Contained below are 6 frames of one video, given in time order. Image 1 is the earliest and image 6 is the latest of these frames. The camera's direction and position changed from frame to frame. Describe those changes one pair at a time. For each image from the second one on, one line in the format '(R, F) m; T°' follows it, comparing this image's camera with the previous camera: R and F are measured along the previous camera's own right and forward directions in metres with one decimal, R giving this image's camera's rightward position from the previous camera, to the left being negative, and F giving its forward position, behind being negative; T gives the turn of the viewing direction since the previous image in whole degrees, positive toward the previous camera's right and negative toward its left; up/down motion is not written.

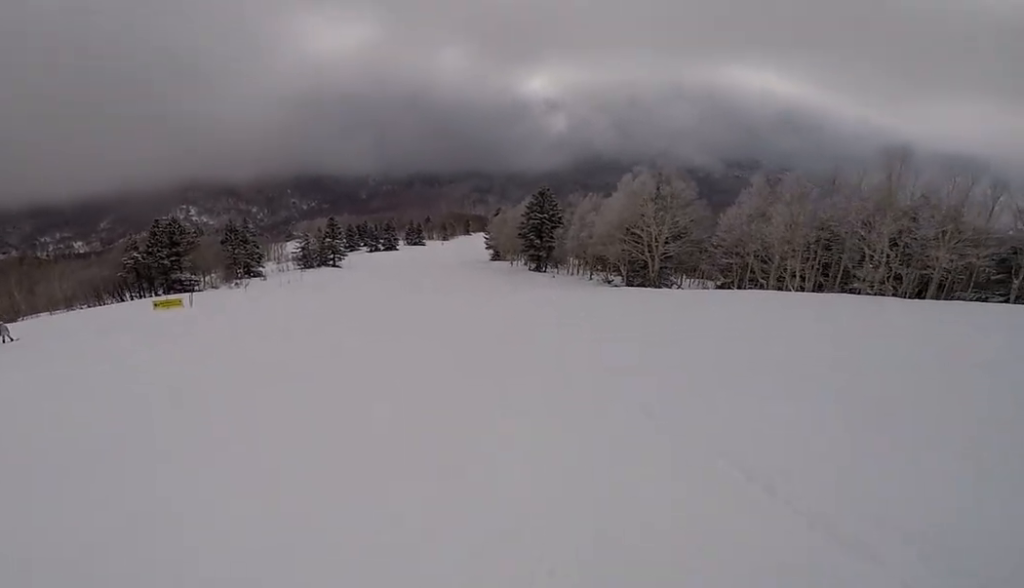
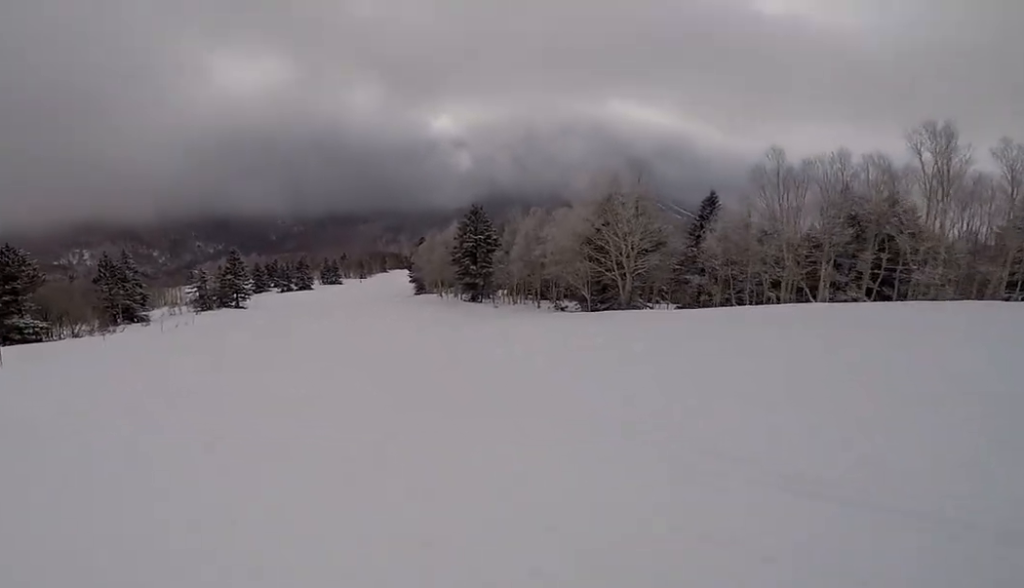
(+1.0, +10.5) m; +2°
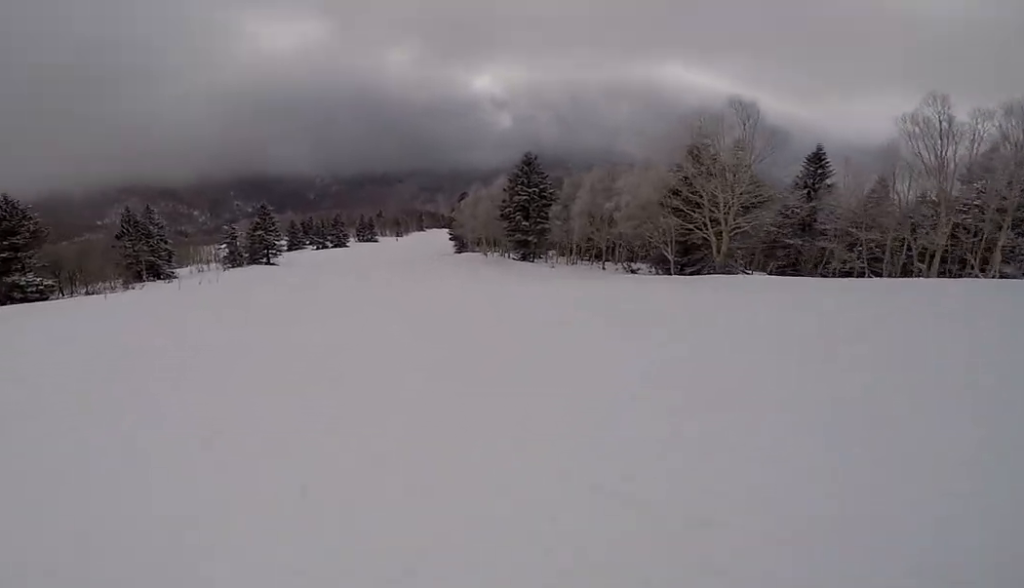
(+0.3, +5.1) m; -3°
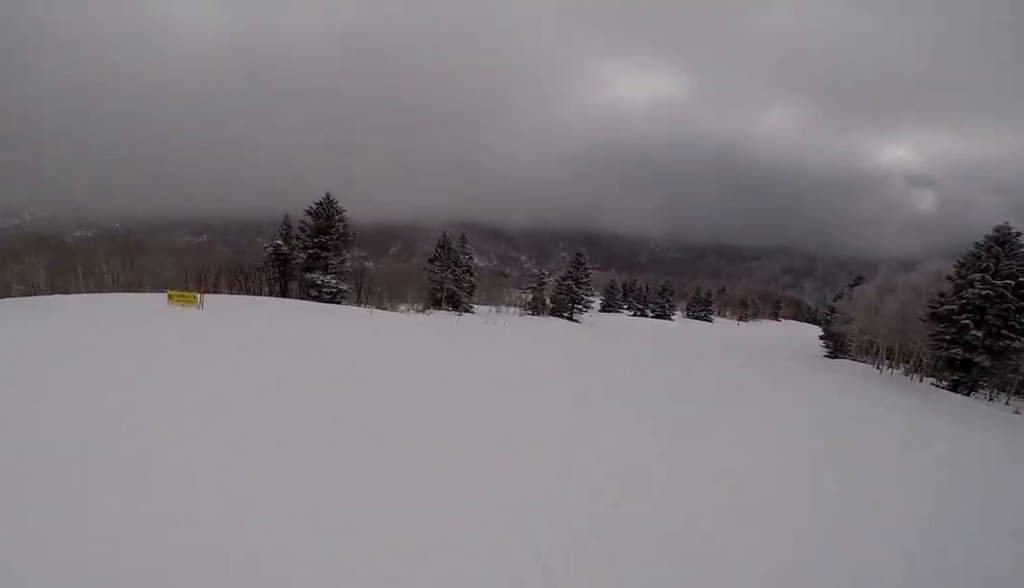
(-1.2, +7.4) m; -3°
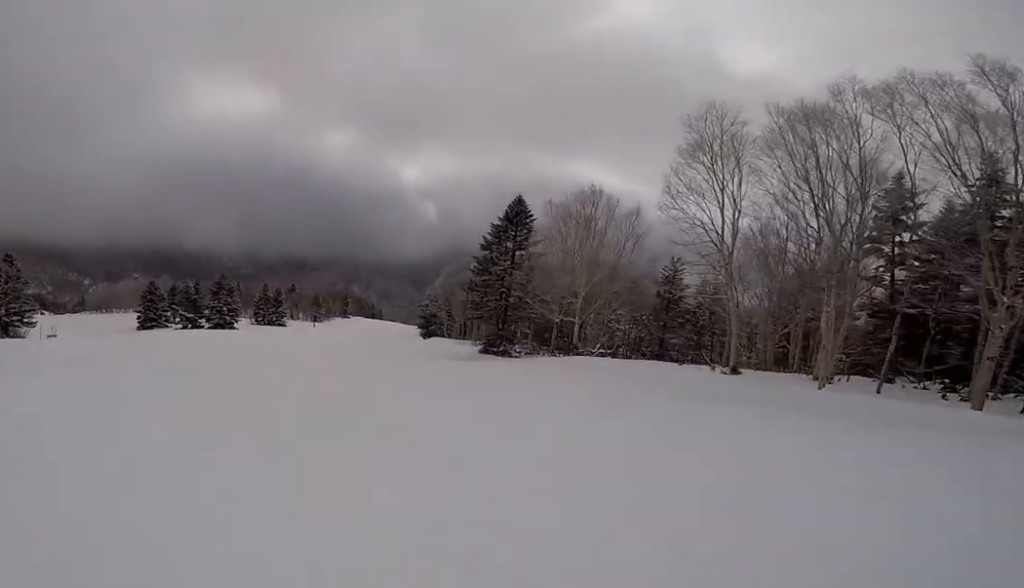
(+10.8, +46.5) m; +19°
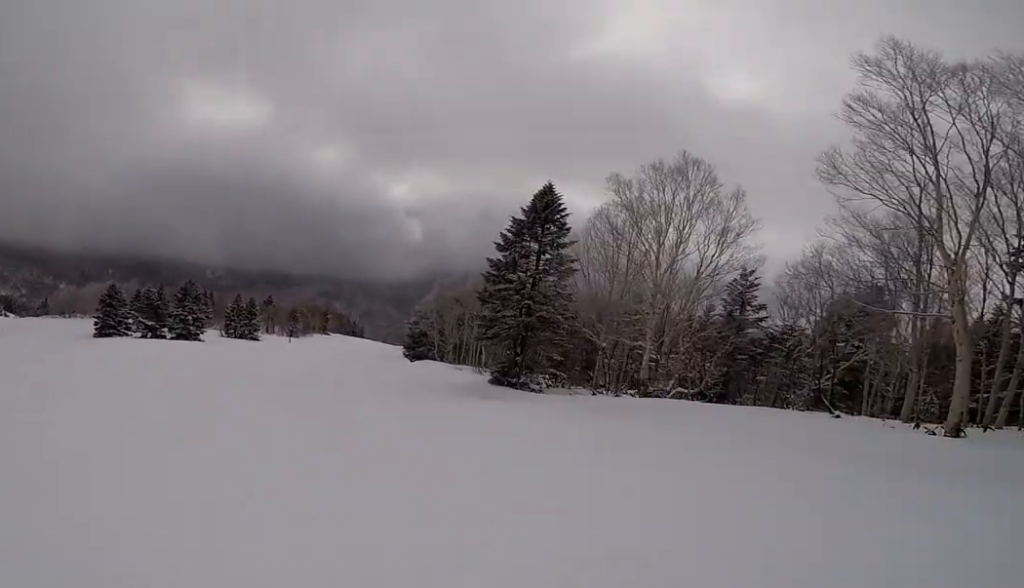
(-0.7, +8.0) m; -4°
